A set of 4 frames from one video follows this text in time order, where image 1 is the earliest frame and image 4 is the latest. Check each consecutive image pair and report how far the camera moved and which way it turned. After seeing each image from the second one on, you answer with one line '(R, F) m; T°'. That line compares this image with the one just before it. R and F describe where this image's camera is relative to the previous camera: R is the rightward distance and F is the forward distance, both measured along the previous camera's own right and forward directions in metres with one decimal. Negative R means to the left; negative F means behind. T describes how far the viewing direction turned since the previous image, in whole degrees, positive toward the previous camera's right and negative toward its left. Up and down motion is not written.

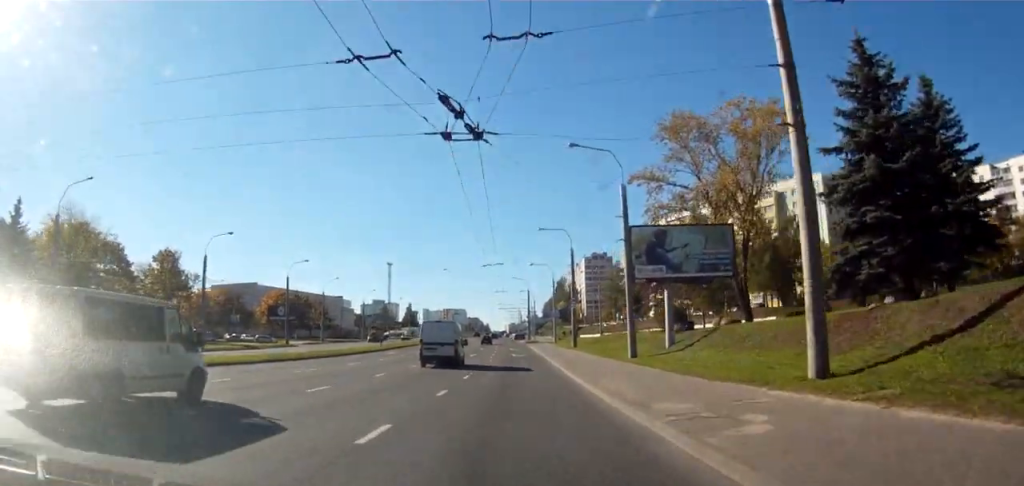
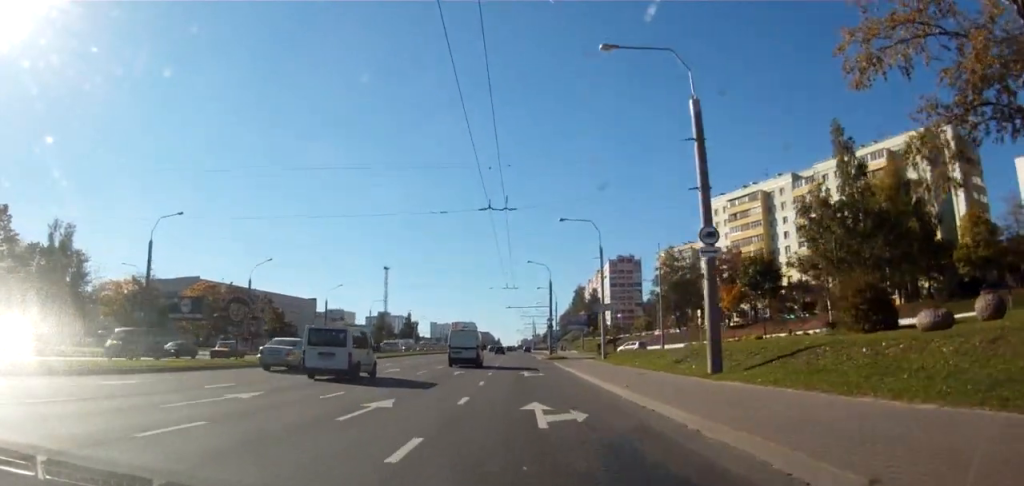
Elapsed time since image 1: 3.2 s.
(-3.9, +48.0) m; +2°
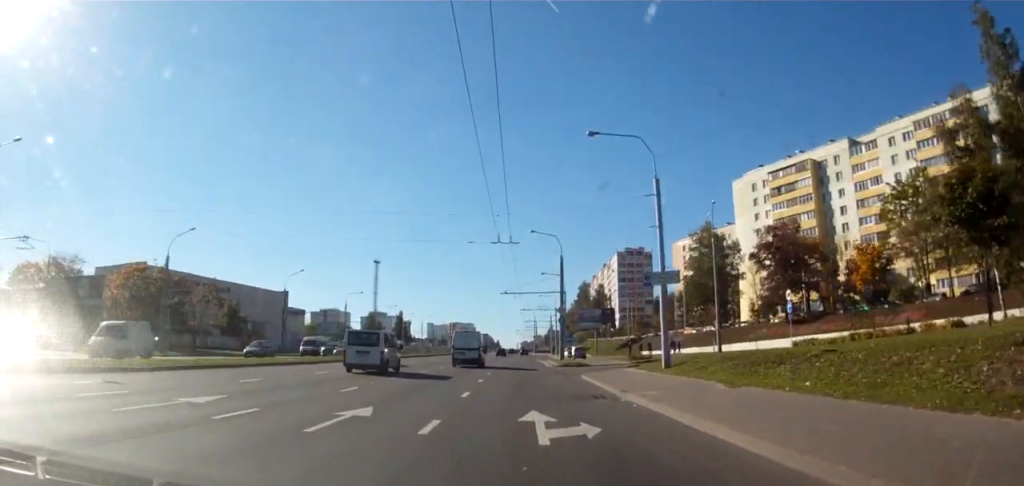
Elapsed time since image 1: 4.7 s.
(+3.9, +18.1) m; +3°
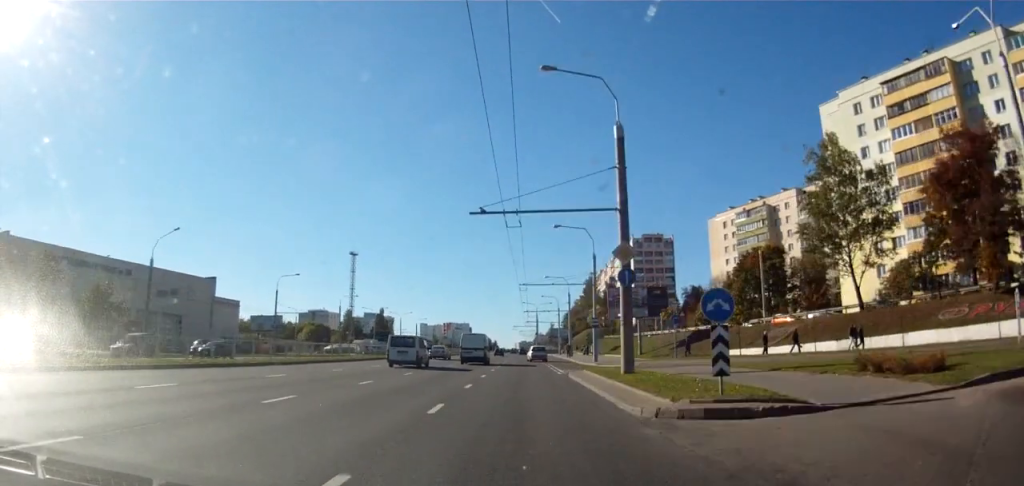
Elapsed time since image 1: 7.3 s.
(-2.7, +35.5) m; -4°
